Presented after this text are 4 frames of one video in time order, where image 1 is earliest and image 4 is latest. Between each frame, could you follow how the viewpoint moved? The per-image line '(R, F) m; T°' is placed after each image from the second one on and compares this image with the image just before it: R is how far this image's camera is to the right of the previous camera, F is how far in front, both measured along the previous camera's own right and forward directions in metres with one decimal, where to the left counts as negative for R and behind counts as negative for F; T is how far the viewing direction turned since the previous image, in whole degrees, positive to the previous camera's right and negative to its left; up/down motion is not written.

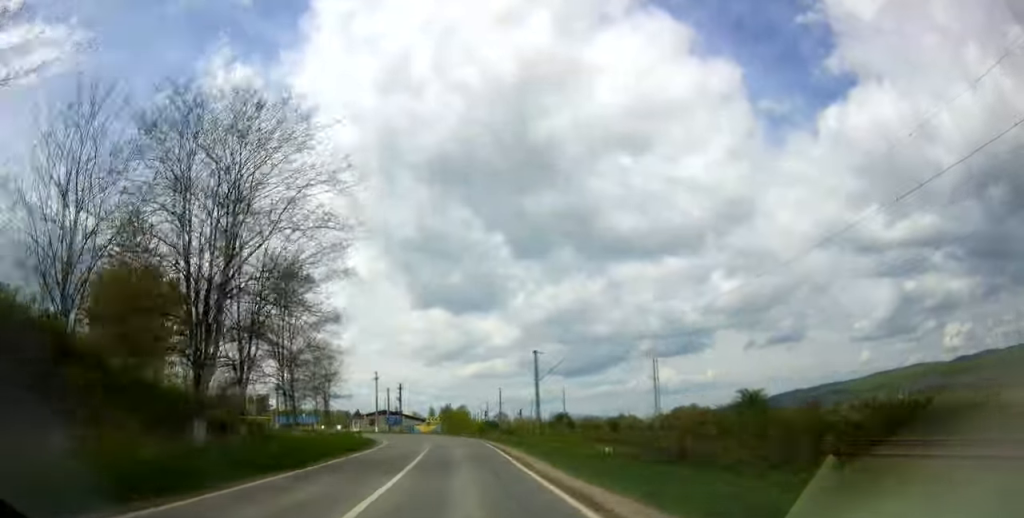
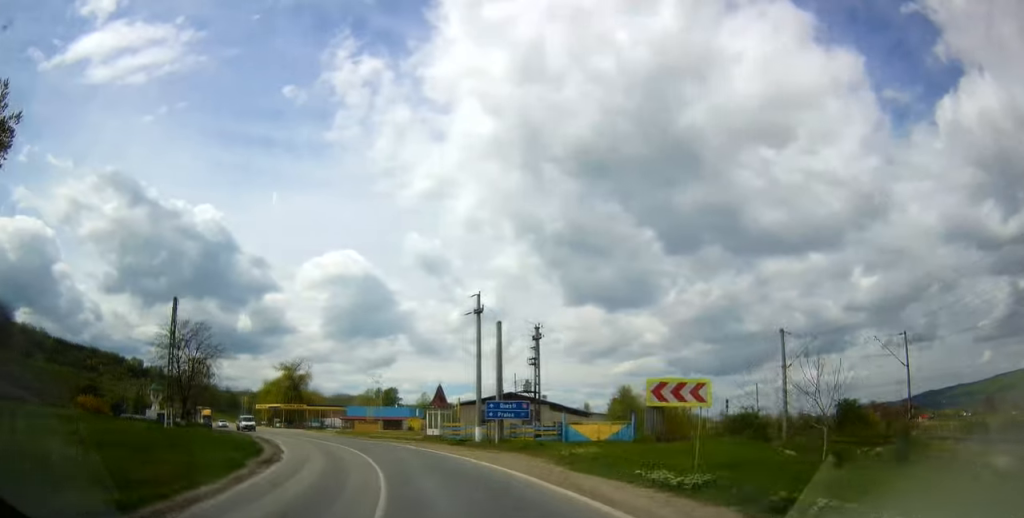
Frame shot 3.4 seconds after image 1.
(-2.7, +74.1) m; -6°
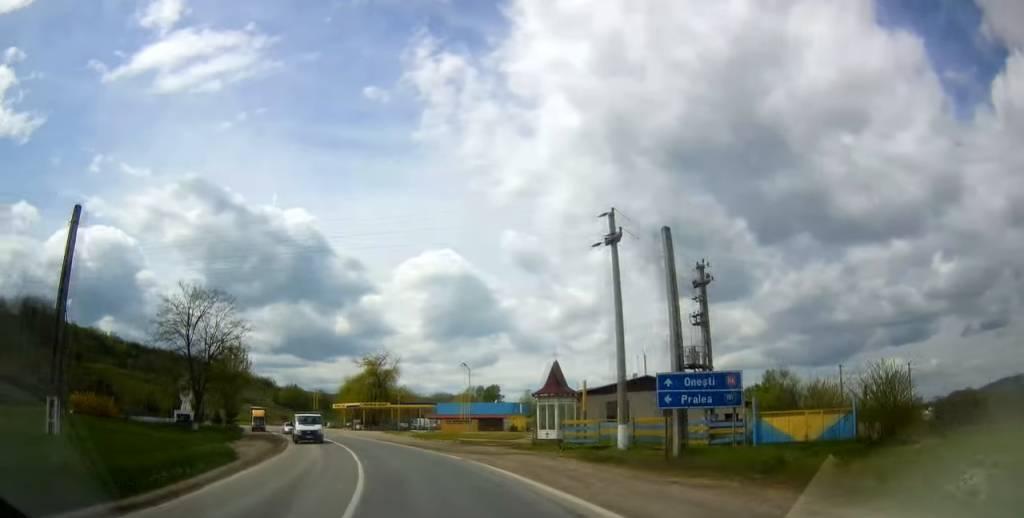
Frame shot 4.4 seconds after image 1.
(-0.4, +19.8) m; -3°
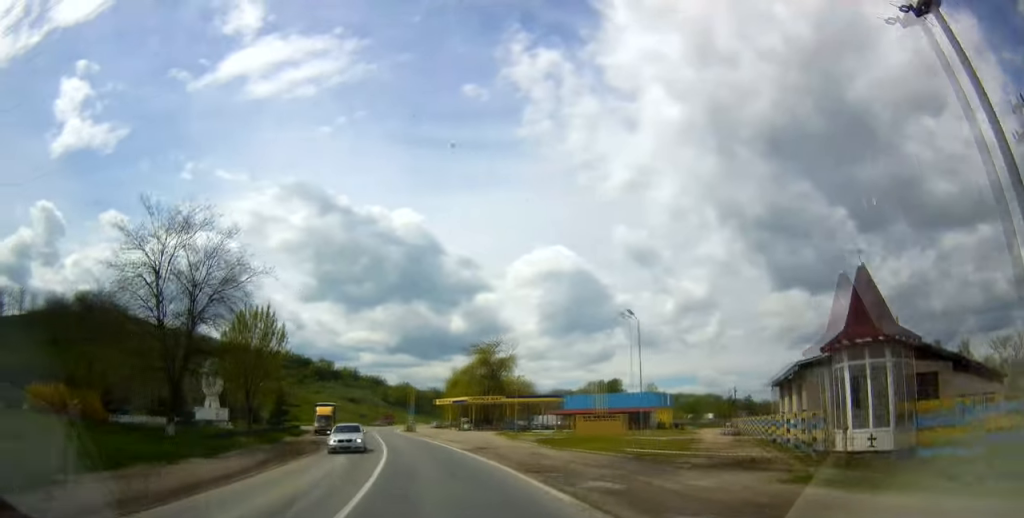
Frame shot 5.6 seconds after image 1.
(-0.9, +22.3) m; -9°
